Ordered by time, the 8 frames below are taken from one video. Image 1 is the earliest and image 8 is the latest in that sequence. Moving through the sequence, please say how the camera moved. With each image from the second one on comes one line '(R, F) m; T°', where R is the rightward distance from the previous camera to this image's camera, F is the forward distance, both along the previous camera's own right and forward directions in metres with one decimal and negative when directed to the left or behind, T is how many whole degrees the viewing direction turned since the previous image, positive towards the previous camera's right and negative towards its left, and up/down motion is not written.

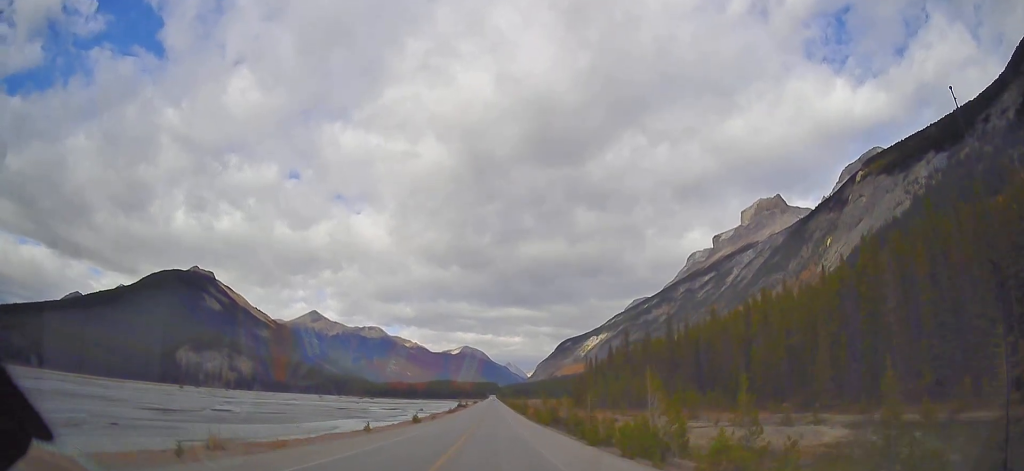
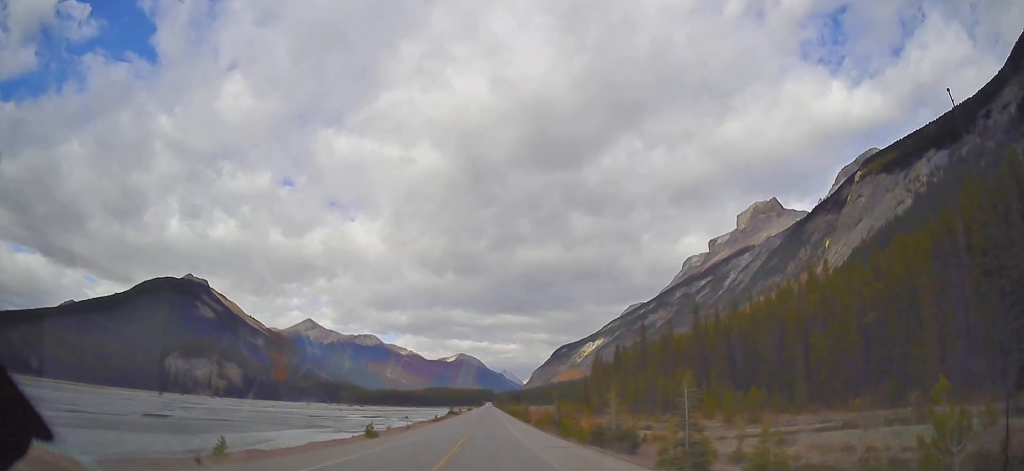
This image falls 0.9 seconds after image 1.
(+0.3, +22.7) m; +1°
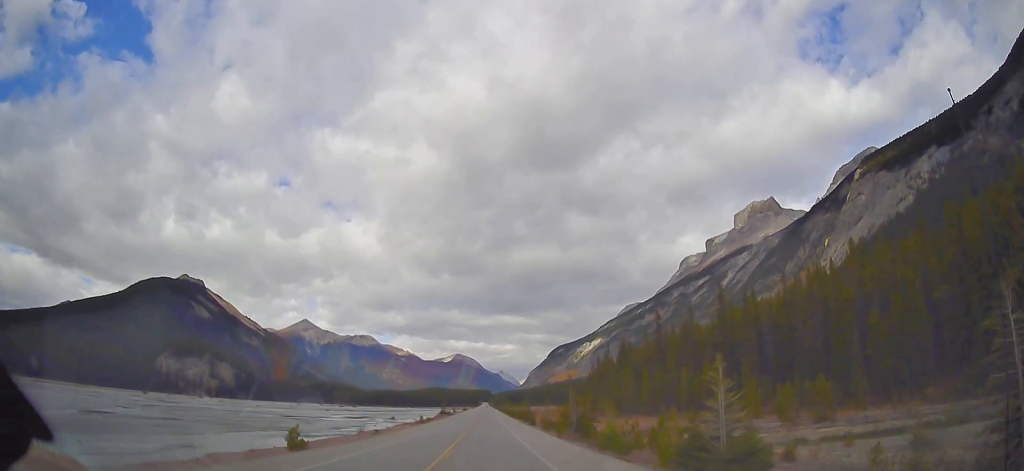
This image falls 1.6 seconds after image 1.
(+0.2, +15.5) m; +1°
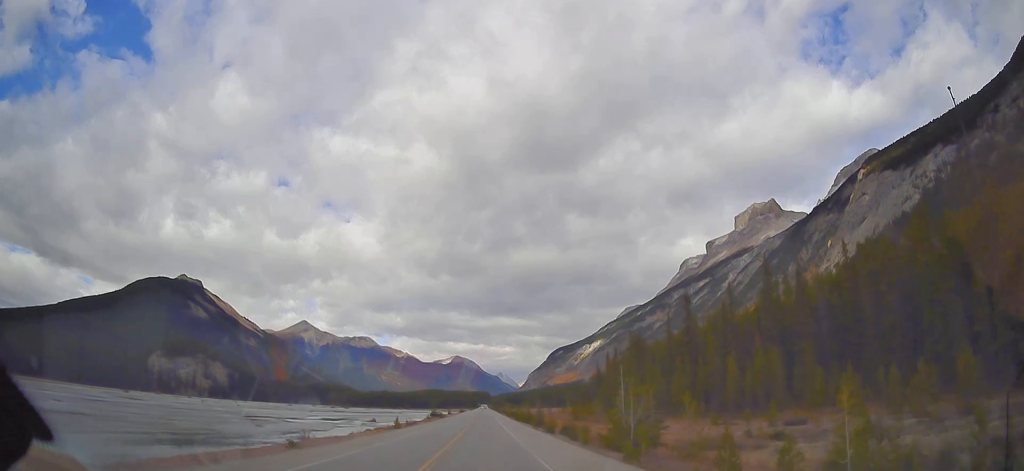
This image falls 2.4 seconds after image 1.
(0.0, +21.2) m; 0°
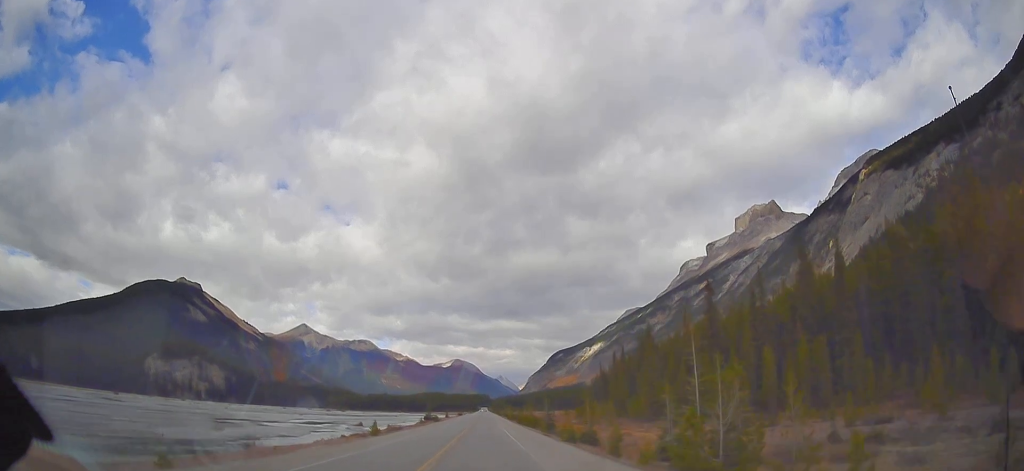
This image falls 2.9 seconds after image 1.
(0.0, +11.4) m; 0°
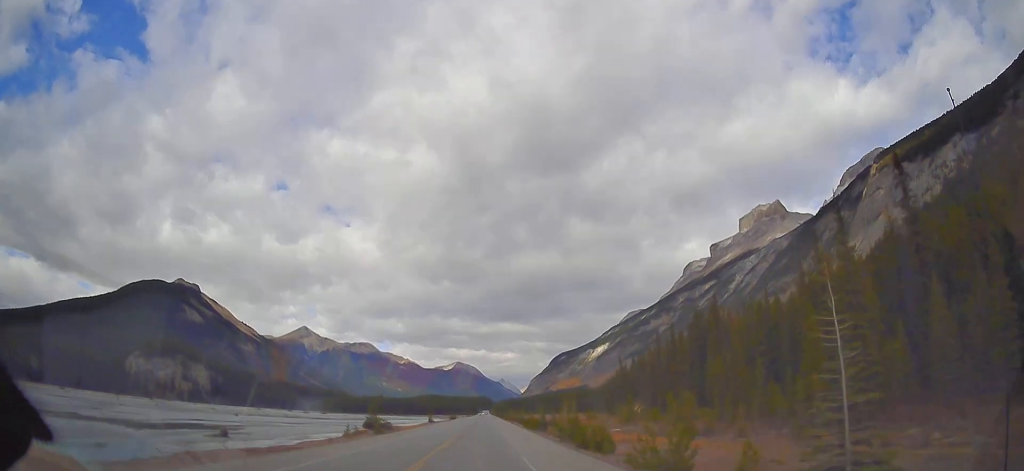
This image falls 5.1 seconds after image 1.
(-0.7, +52.5) m; -1°
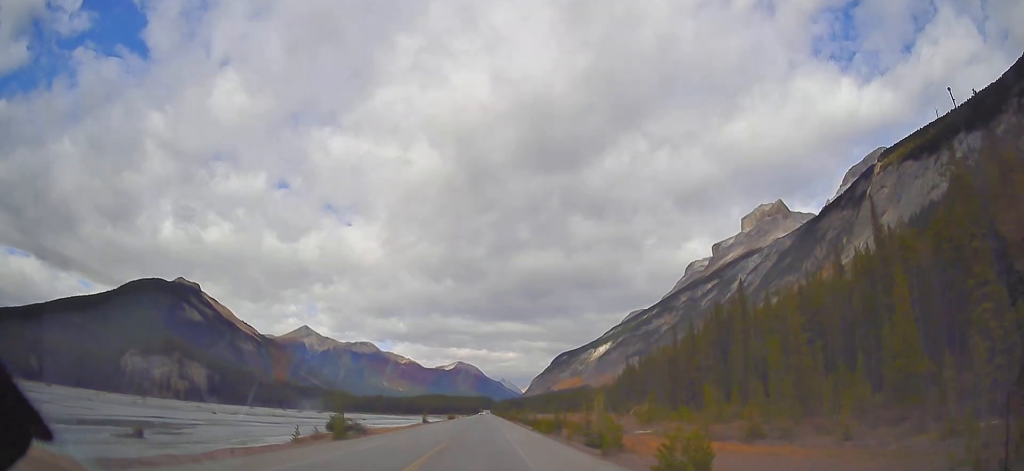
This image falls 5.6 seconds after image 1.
(+0.1, +13.7) m; 0°
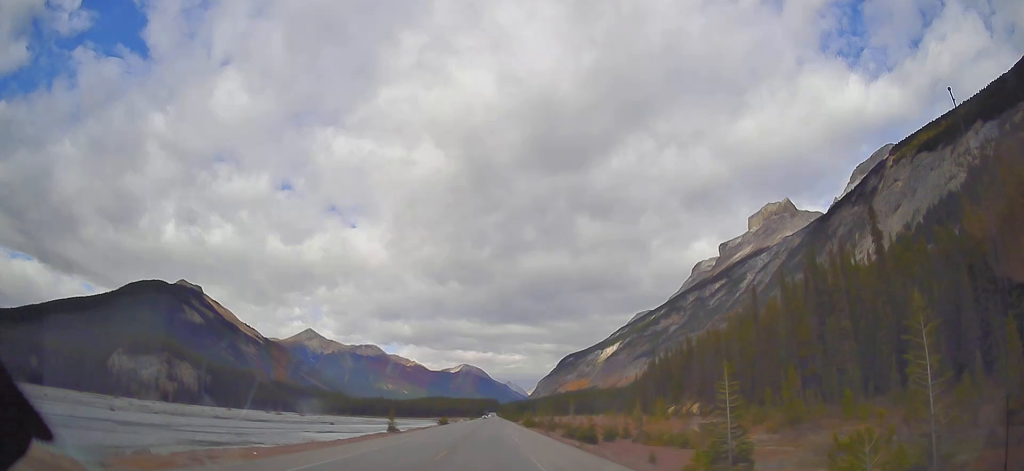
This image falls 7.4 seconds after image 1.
(-0.4, +42.4) m; 0°
